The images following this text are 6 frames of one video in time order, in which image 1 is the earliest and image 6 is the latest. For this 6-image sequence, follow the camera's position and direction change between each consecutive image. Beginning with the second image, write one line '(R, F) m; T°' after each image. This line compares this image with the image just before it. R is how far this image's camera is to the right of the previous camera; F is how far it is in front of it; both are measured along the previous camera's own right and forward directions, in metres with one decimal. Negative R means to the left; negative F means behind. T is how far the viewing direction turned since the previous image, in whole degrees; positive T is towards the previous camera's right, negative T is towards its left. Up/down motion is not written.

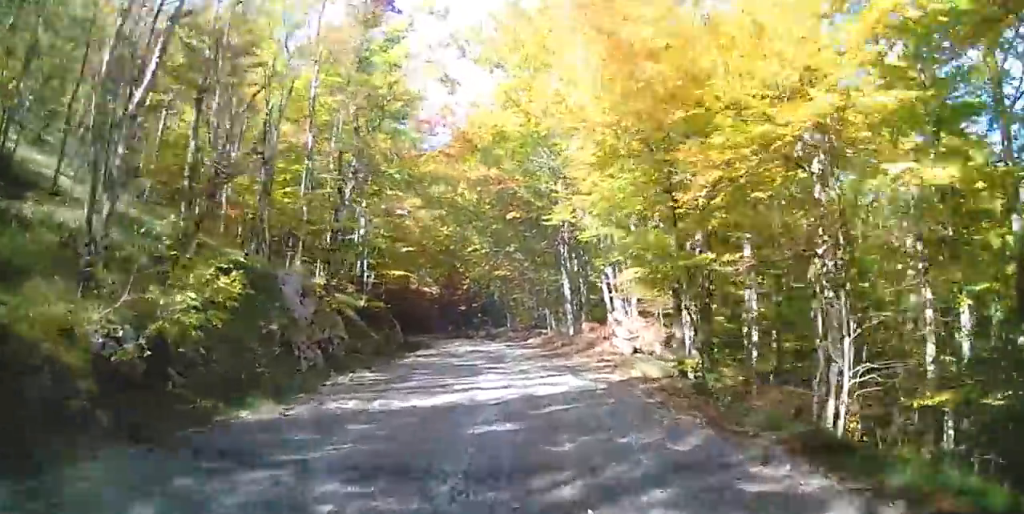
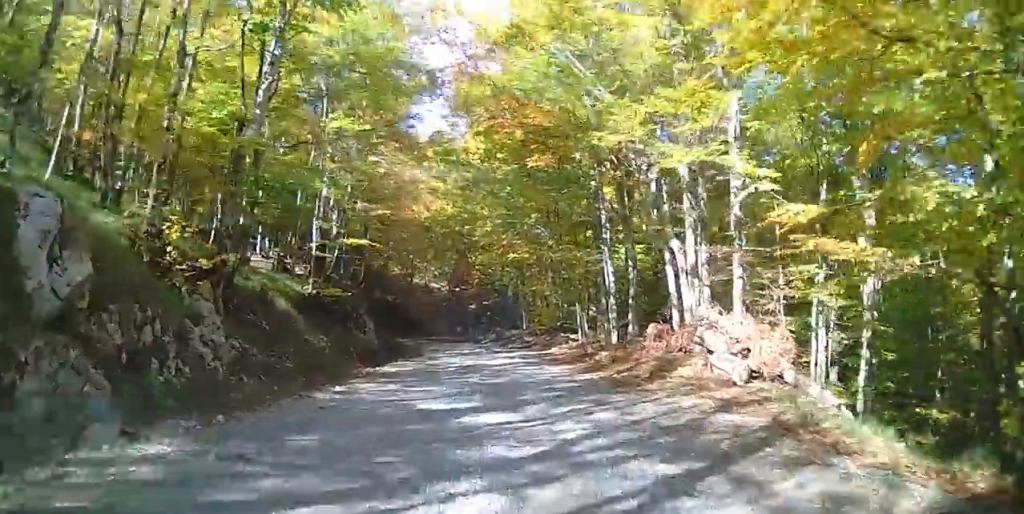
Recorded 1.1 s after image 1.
(-0.2, +9.1) m; -1°
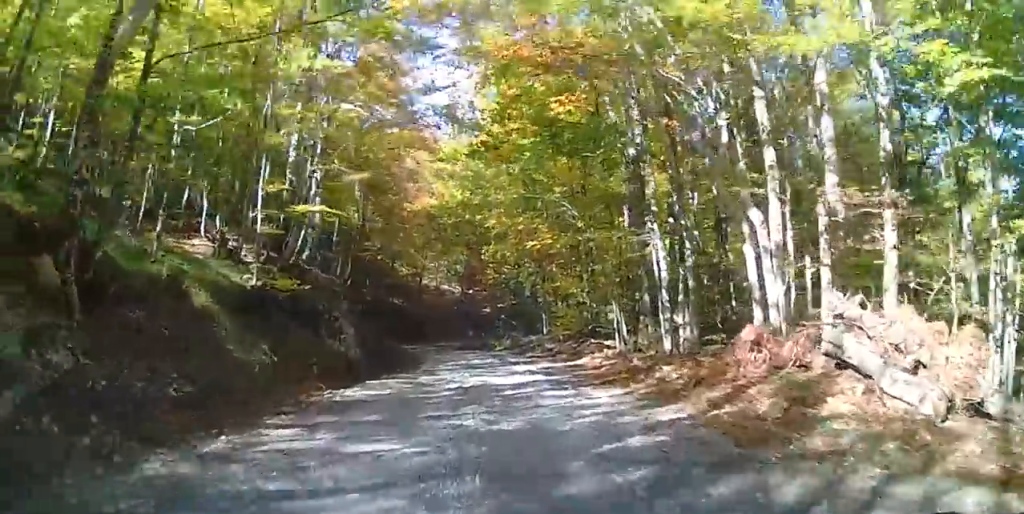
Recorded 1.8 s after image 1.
(0.0, +5.5) m; 0°
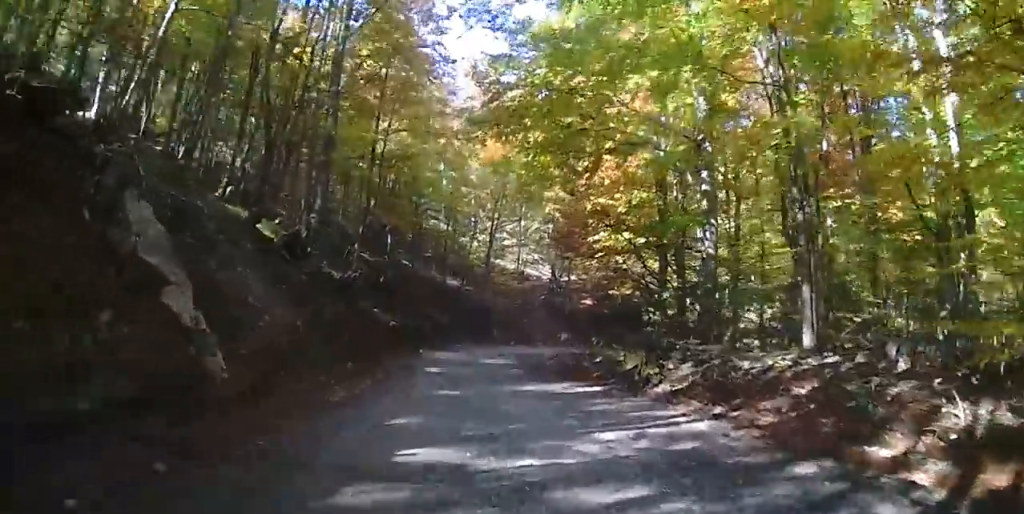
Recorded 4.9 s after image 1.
(-0.5, +23.3) m; -8°
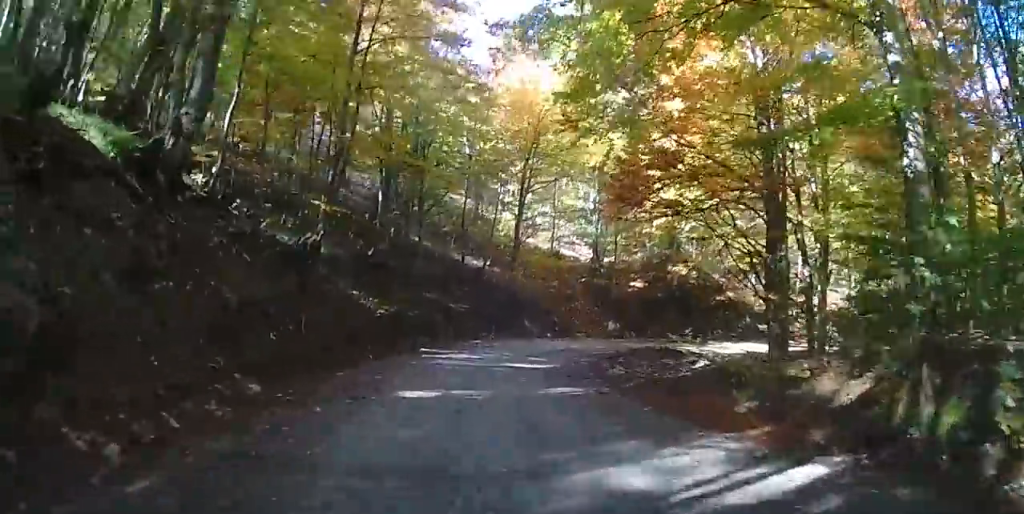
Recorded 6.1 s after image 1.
(-0.7, +8.3) m; -3°
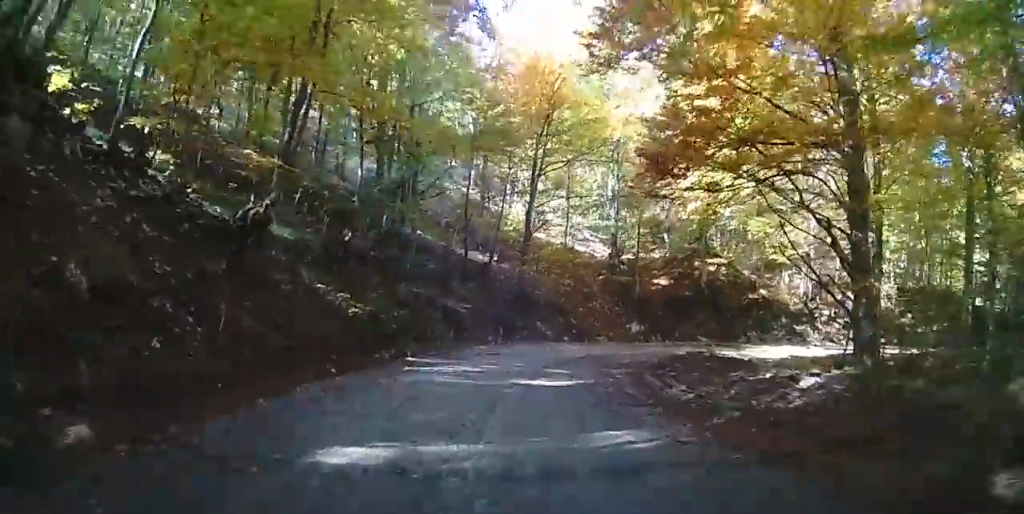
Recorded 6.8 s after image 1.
(+0.2, +4.5) m; 0°
